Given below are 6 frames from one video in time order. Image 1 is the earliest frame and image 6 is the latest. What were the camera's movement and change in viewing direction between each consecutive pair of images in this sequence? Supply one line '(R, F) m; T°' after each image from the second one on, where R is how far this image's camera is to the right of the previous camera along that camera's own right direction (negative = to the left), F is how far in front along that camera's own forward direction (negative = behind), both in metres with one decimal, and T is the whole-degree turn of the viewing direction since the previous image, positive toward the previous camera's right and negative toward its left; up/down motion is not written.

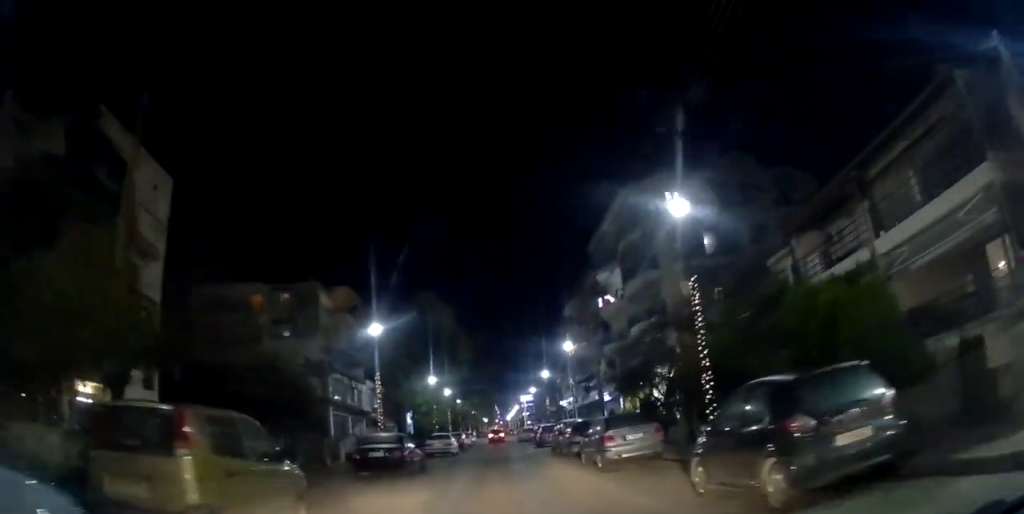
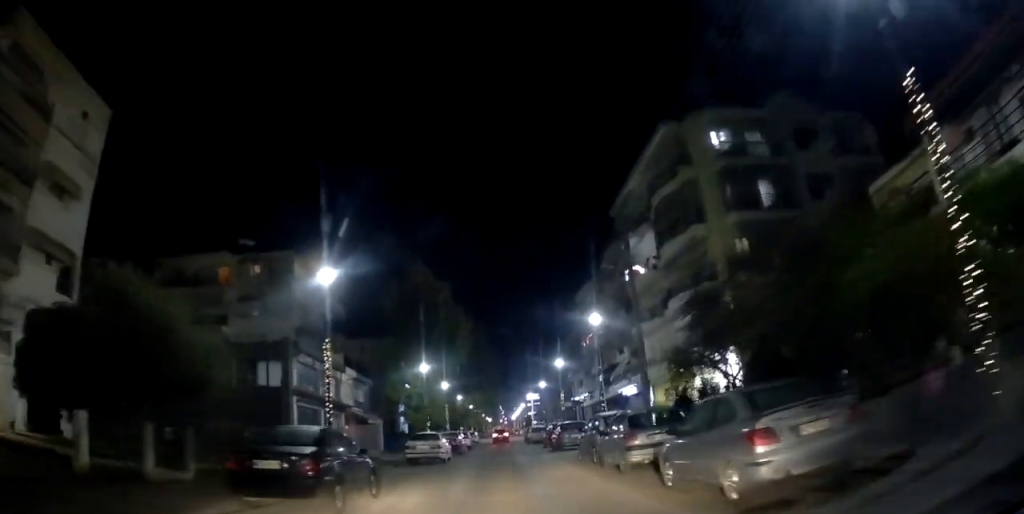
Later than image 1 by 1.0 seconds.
(-0.1, +8.4) m; -2°
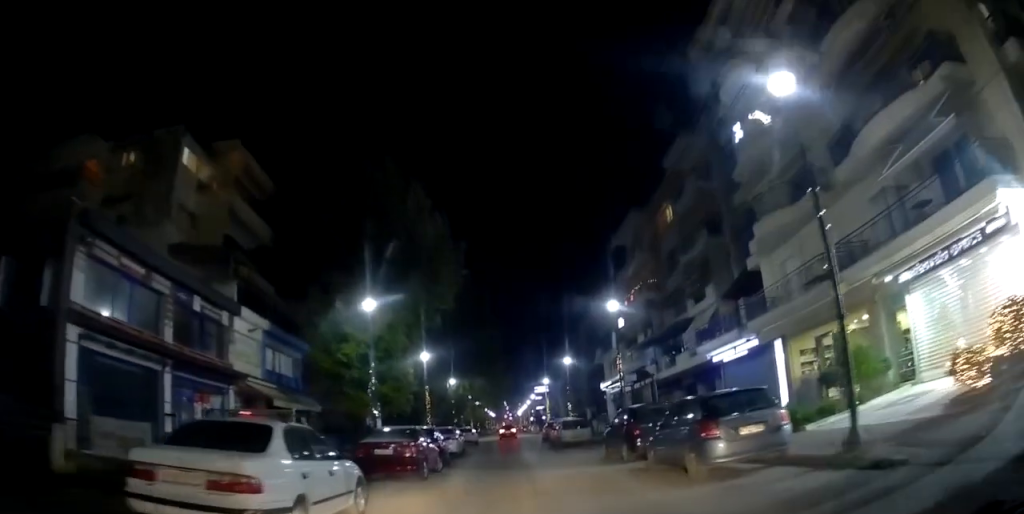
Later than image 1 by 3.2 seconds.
(+0.4, +19.7) m; +3°
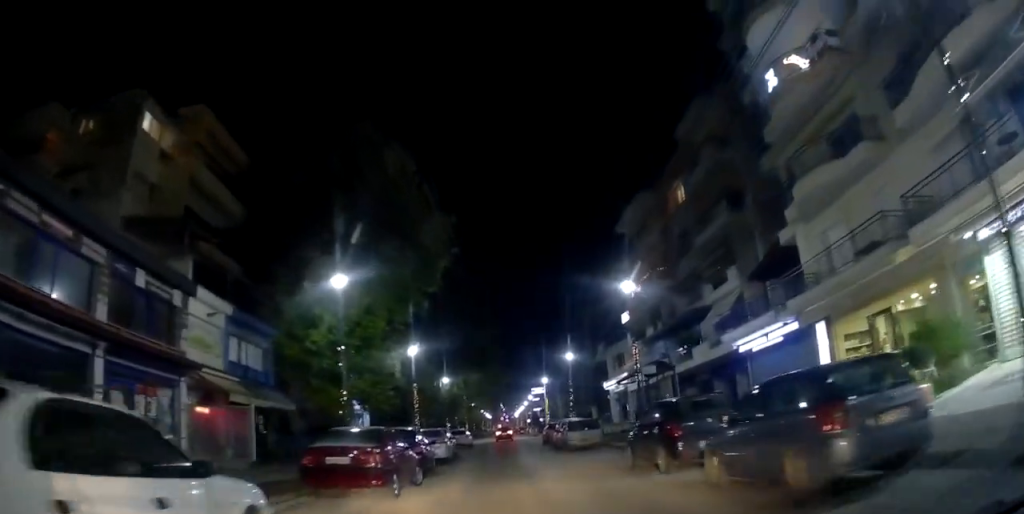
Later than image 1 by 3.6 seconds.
(0.0, +3.9) m; 0°
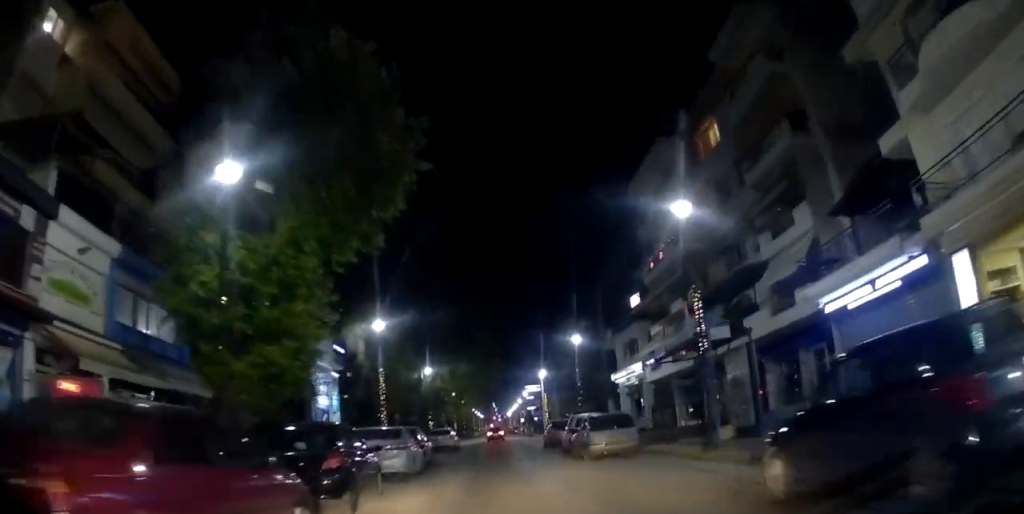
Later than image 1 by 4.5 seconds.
(0.0, +8.0) m; 0°
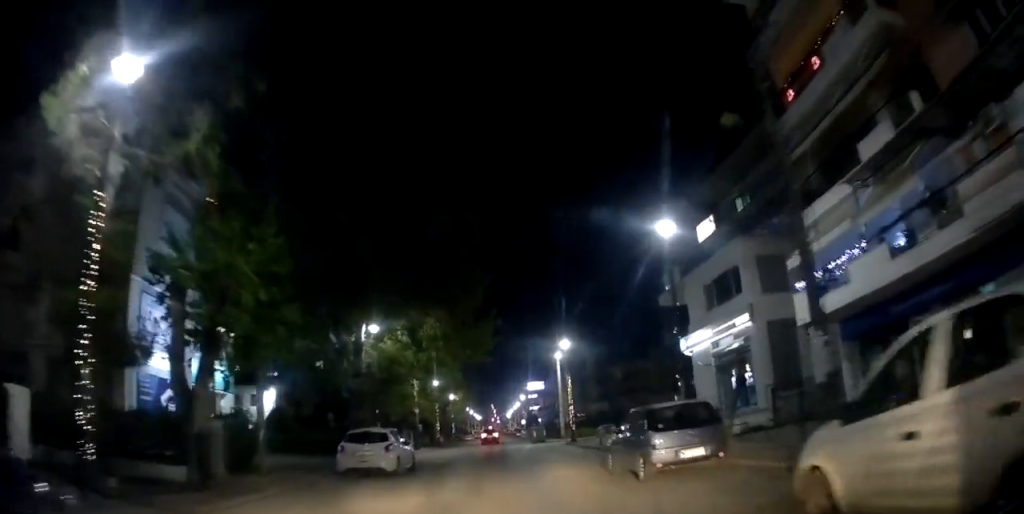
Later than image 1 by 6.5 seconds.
(0.0, +19.5) m; 0°
